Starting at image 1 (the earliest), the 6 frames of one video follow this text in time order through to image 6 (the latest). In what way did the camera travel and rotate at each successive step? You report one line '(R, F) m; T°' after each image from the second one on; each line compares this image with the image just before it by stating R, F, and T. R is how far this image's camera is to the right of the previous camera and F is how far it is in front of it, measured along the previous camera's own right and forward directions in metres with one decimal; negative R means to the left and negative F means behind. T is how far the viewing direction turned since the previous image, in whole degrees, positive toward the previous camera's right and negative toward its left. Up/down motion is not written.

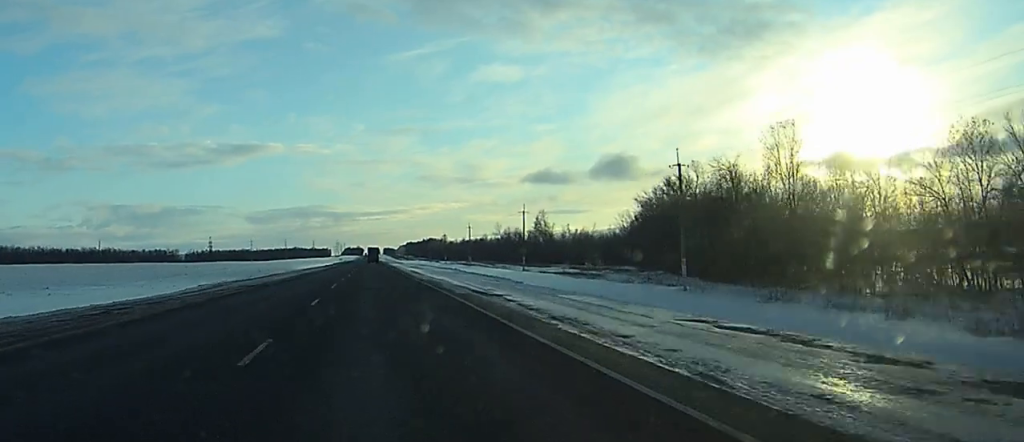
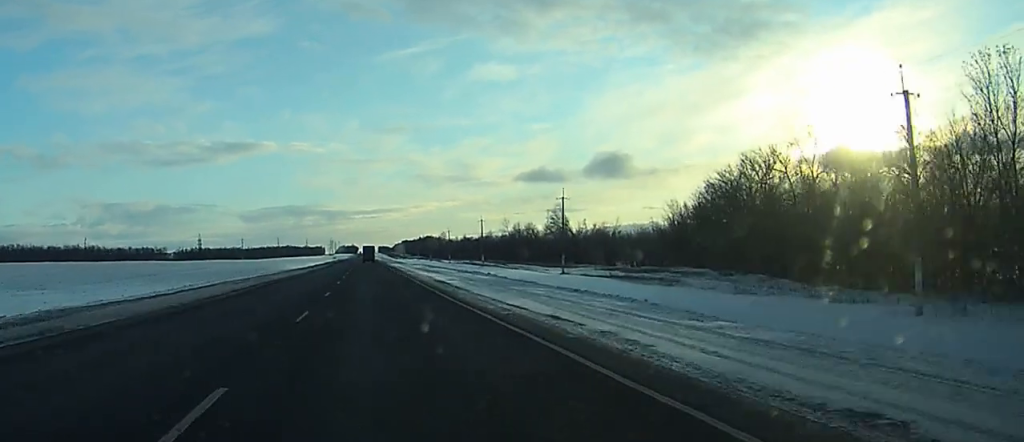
(-0.1, +28.6) m; 0°
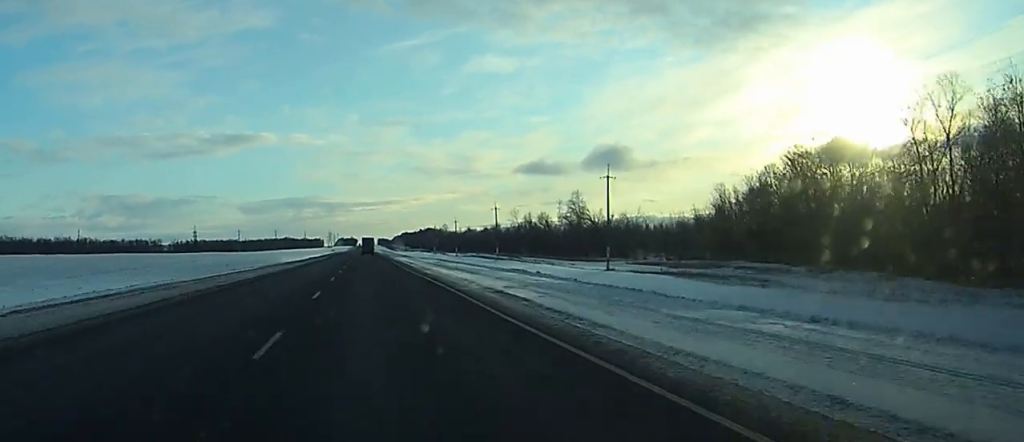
(0.0, +19.1) m; 0°
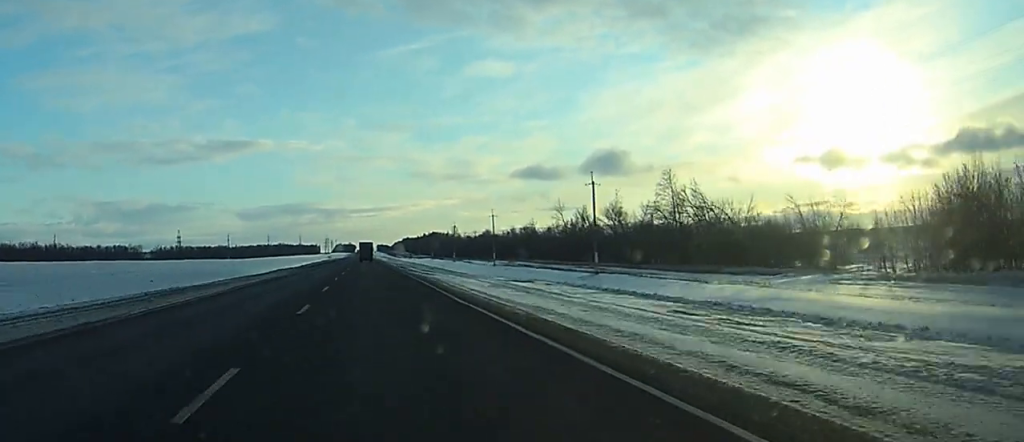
(-0.2, +64.5) m; 0°
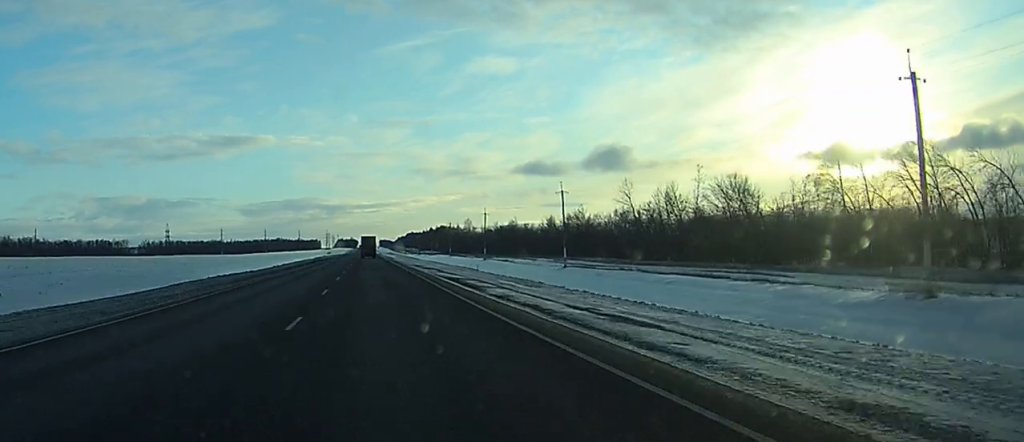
(+0.5, +51.9) m; 0°
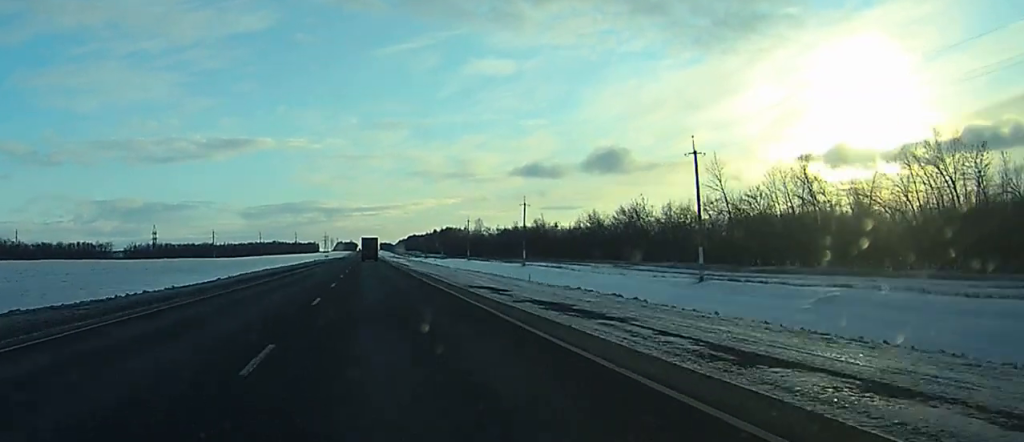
(-0.2, +41.3) m; 0°
